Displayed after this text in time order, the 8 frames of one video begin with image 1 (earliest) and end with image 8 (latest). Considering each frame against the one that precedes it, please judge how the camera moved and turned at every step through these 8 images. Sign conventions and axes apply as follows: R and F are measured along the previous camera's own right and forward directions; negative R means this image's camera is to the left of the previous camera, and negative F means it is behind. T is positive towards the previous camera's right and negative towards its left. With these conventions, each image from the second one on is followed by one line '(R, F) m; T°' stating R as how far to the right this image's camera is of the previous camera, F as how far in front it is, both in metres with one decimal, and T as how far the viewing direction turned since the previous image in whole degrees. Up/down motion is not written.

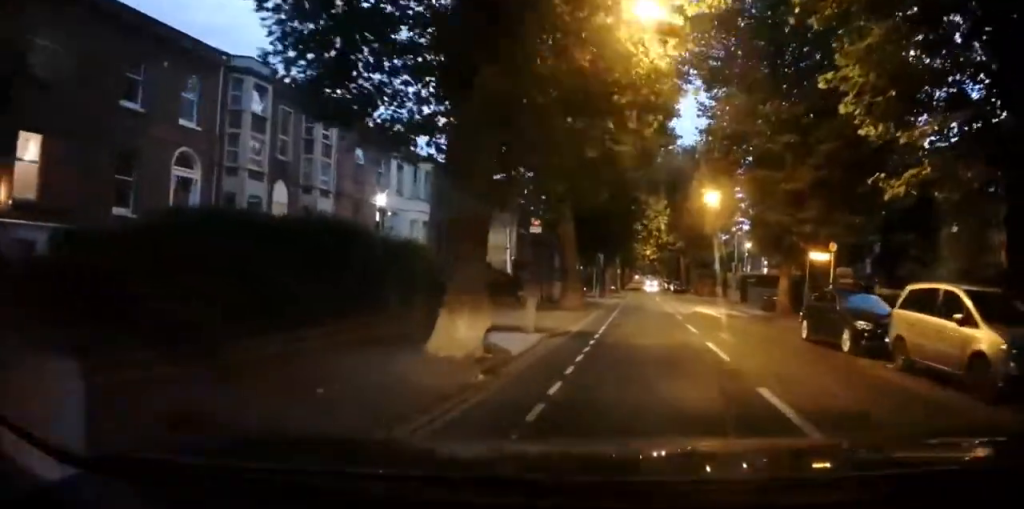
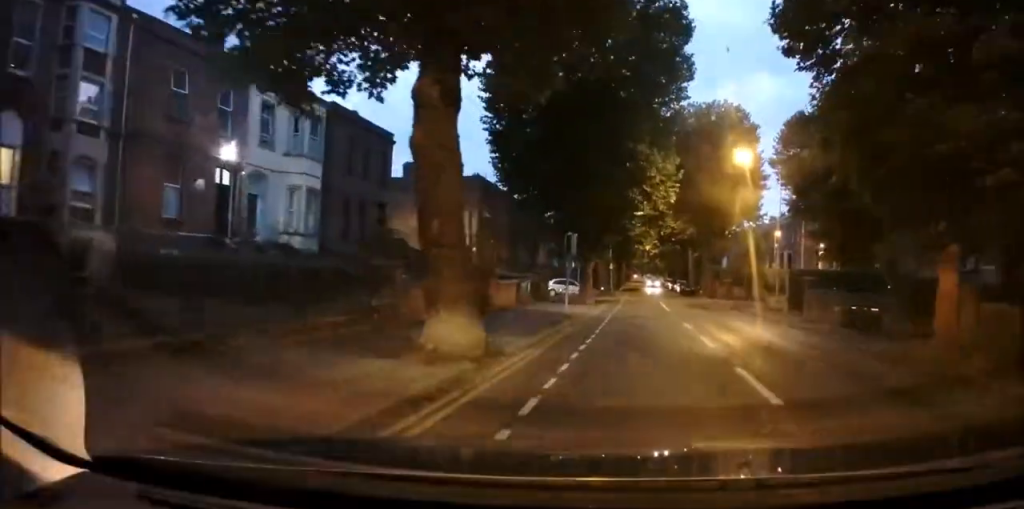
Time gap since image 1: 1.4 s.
(+0.1, +15.1) m; -4°
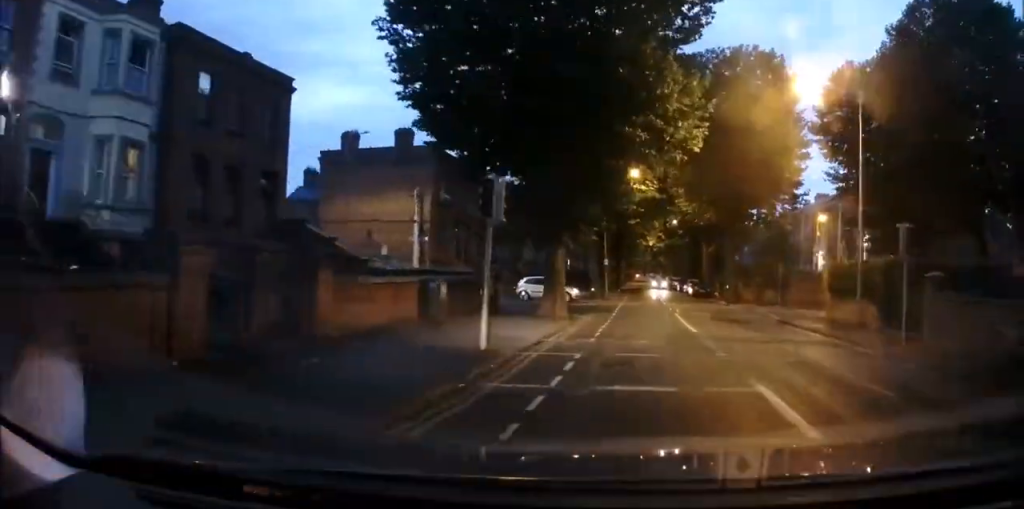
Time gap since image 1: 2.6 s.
(-0.8, +12.3) m; -1°
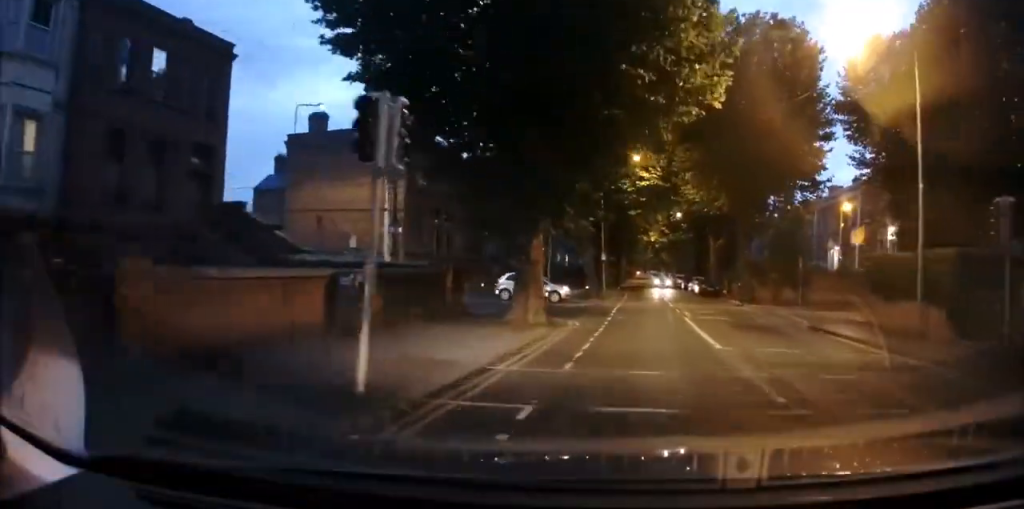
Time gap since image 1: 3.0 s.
(+0.3, +4.8) m; +1°
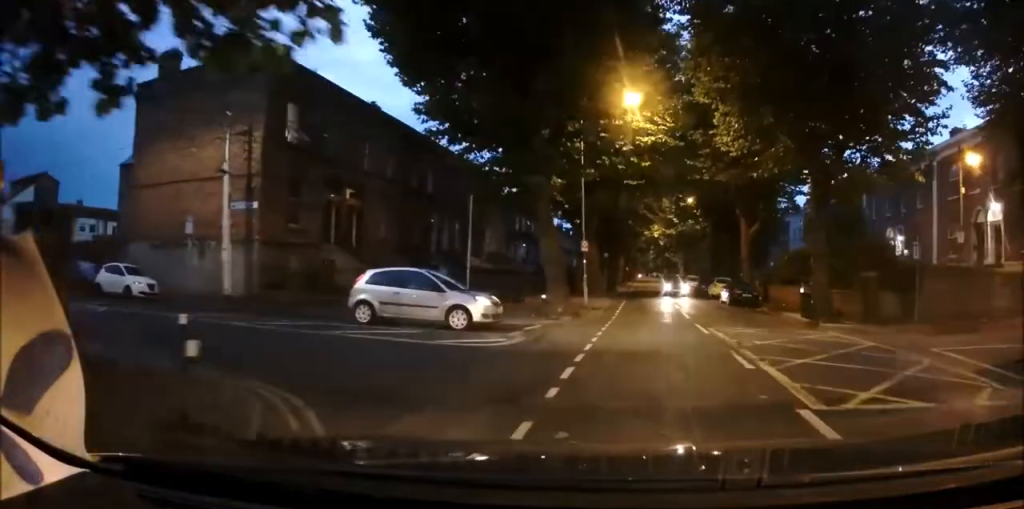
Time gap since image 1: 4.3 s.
(-0.2, +14.8) m; -2°
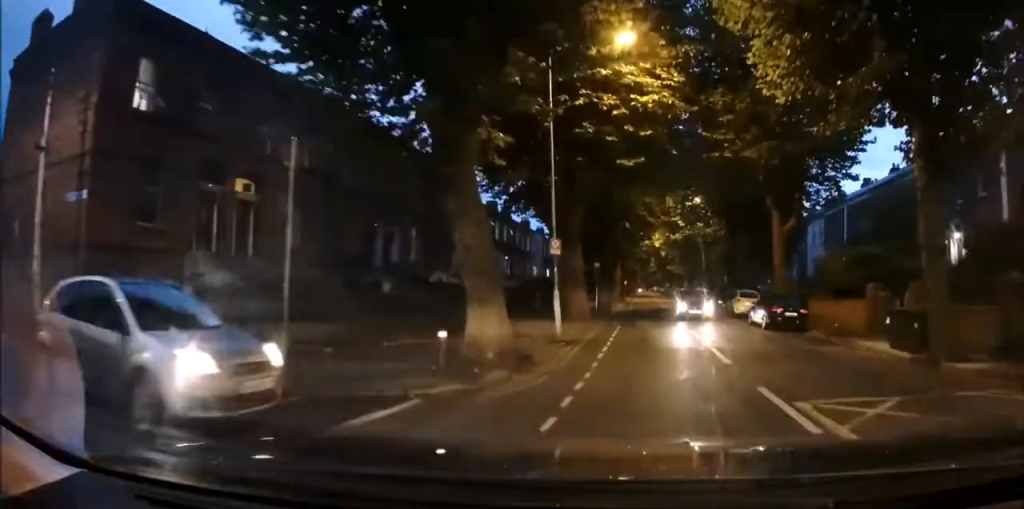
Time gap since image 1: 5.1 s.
(0.0, +9.0) m; +1°
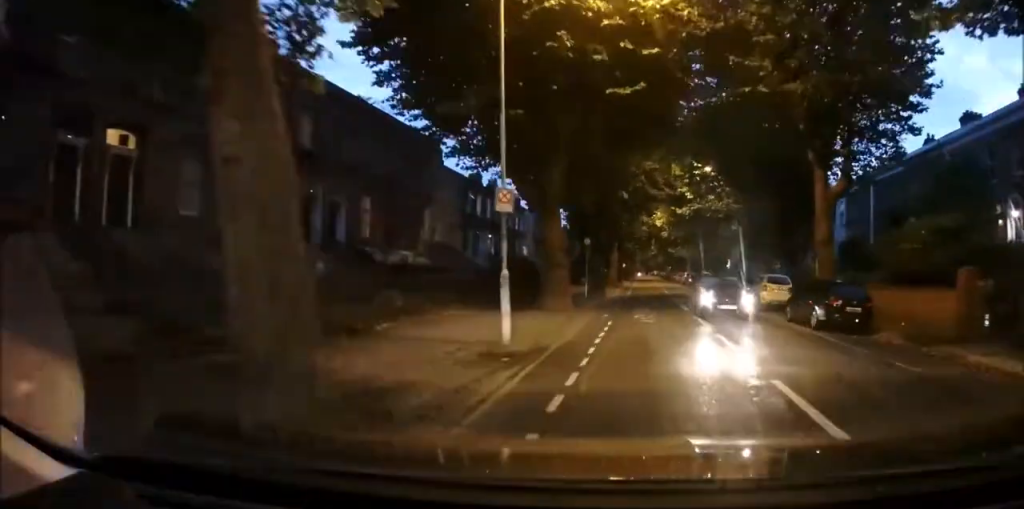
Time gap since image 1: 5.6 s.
(0.0, +6.8) m; +1°
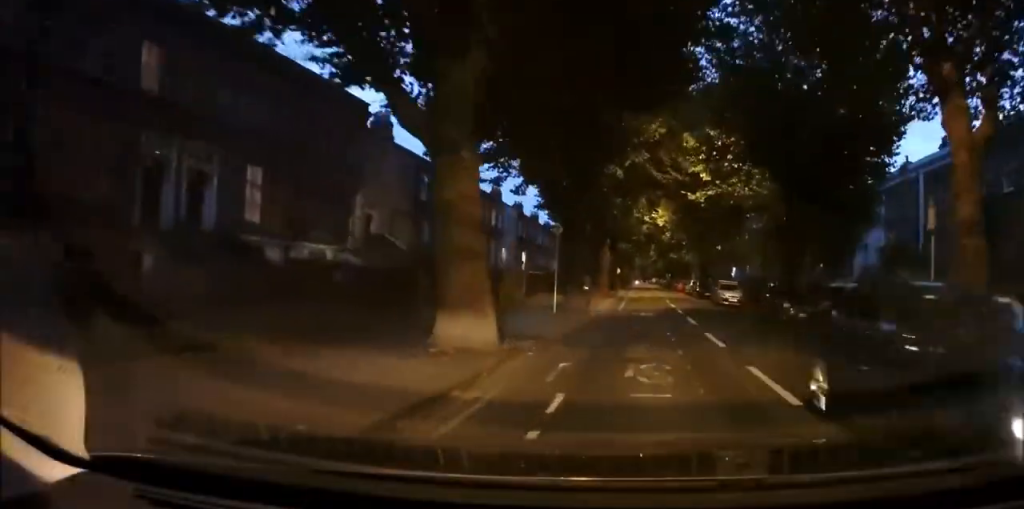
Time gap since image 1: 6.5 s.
(+0.1, +10.3) m; +1°
